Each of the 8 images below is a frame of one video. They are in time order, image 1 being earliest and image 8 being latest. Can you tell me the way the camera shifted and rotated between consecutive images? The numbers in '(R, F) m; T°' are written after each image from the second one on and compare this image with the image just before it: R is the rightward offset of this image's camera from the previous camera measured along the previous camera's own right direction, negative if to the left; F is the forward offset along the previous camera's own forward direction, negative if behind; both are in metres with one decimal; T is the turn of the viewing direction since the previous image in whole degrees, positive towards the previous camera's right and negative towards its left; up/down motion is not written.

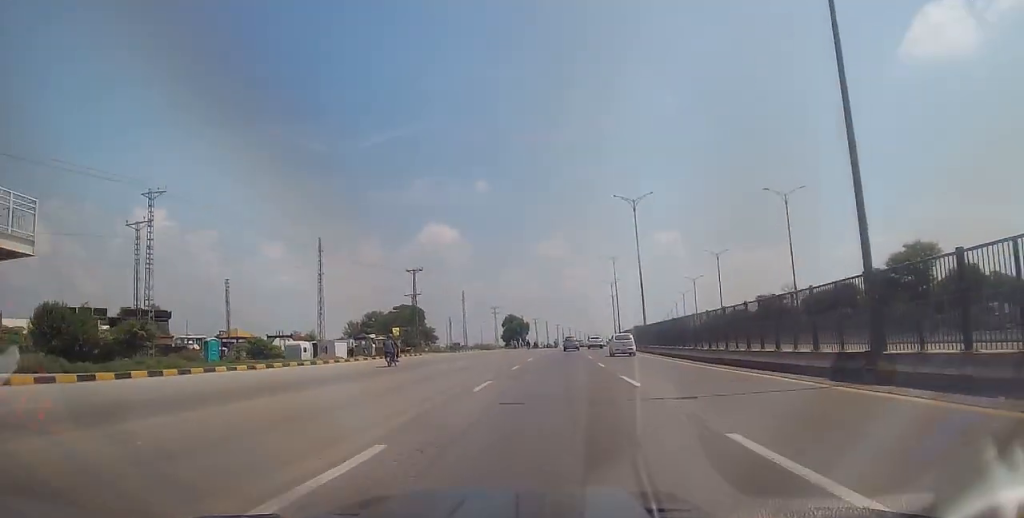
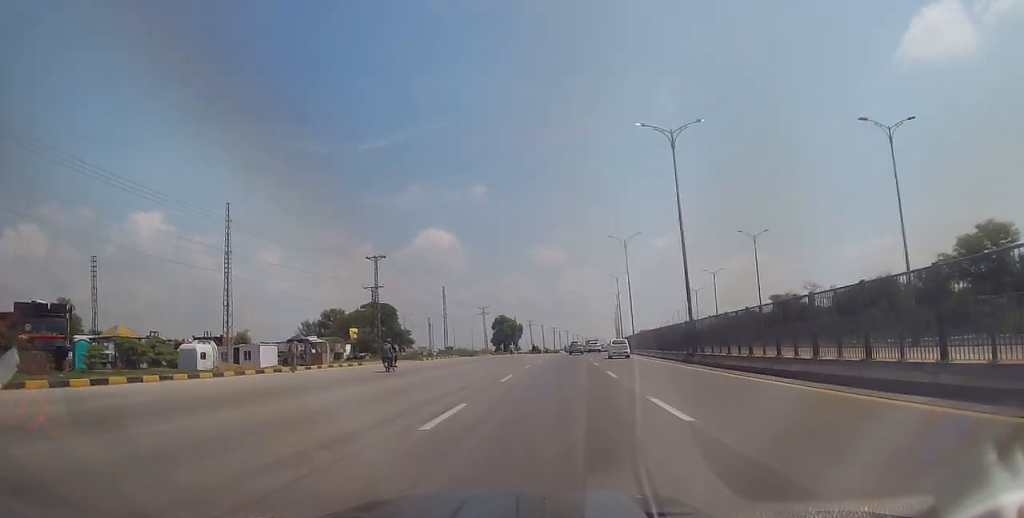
(-0.3, +17.6) m; -1°
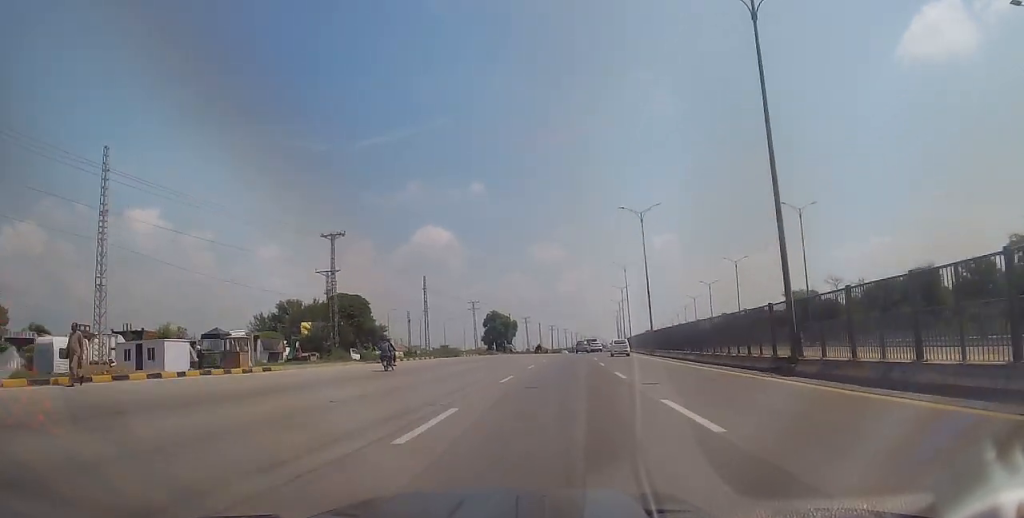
(+0.1, +13.8) m; +2°
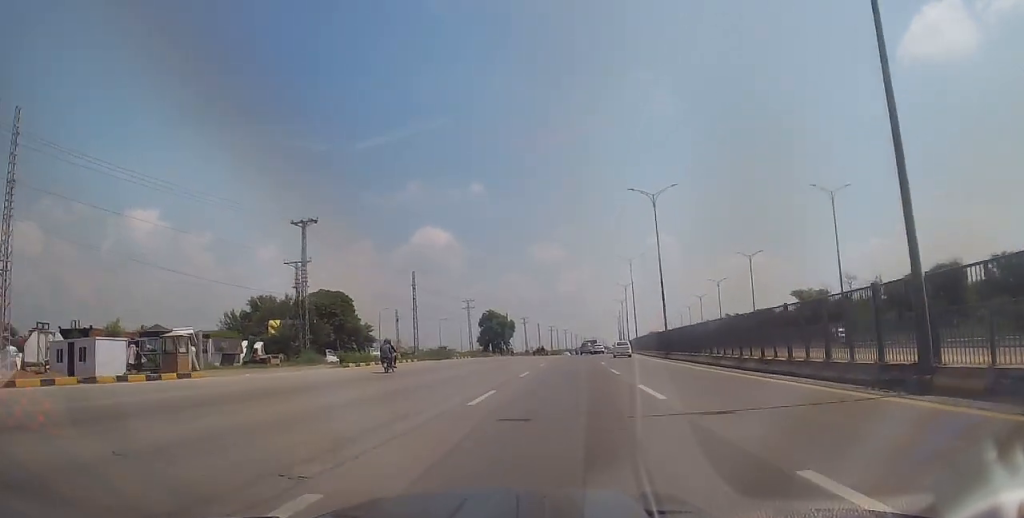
(+0.2, +7.1) m; +1°
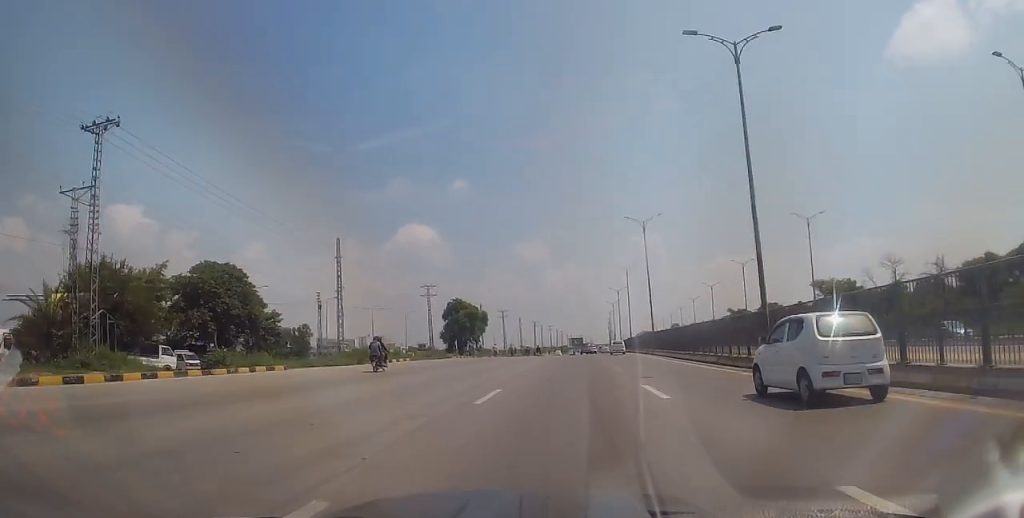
(+0.1, +24.3) m; +1°
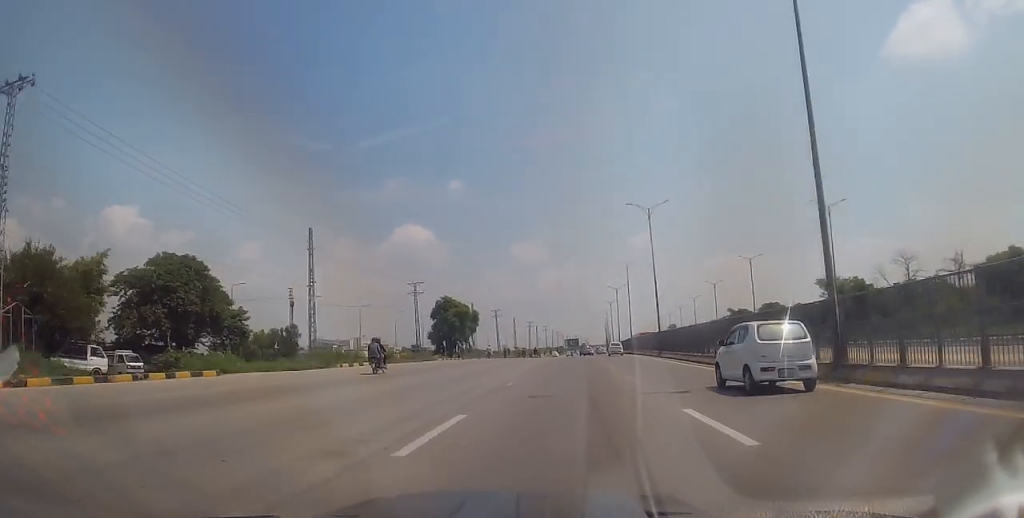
(0.0, +5.9) m; 0°
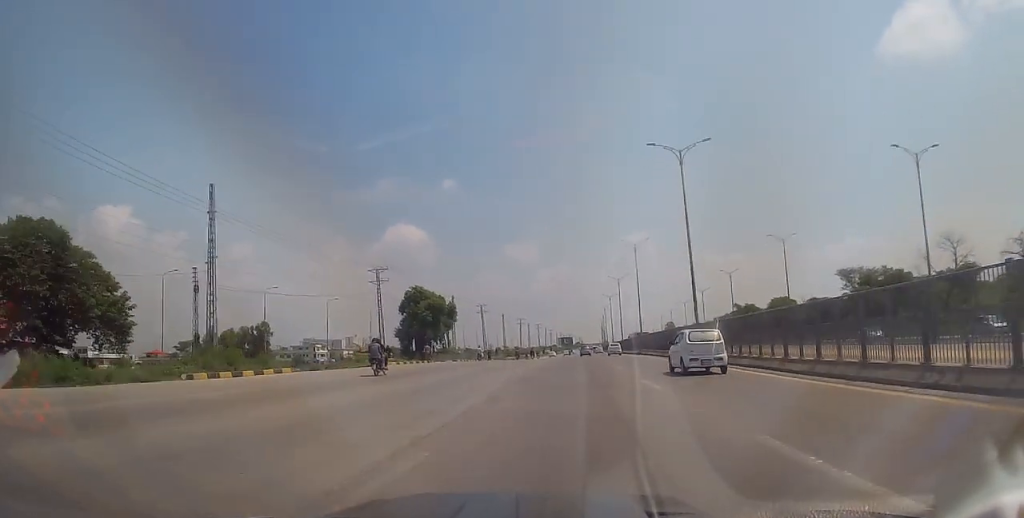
(+0.1, +15.6) m; +1°
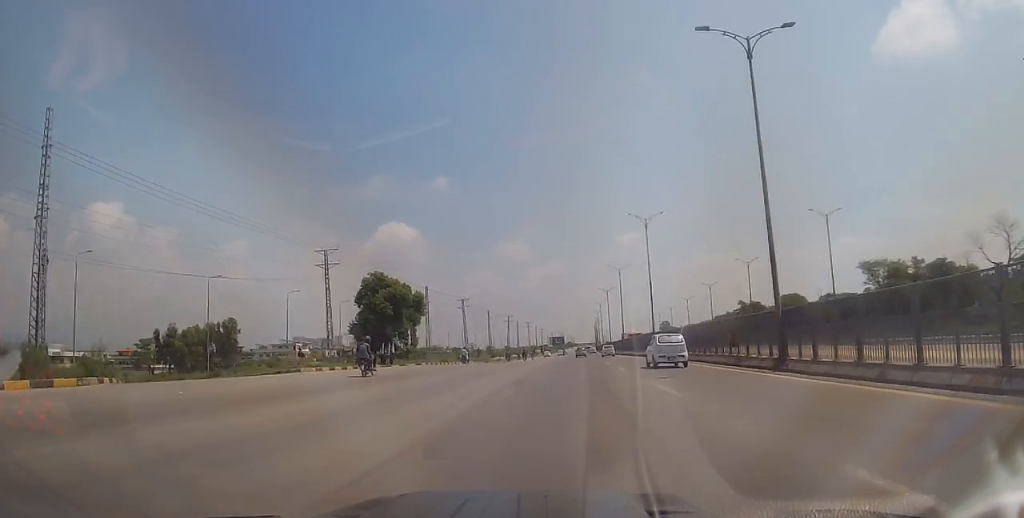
(+0.2, +14.4) m; 0°
